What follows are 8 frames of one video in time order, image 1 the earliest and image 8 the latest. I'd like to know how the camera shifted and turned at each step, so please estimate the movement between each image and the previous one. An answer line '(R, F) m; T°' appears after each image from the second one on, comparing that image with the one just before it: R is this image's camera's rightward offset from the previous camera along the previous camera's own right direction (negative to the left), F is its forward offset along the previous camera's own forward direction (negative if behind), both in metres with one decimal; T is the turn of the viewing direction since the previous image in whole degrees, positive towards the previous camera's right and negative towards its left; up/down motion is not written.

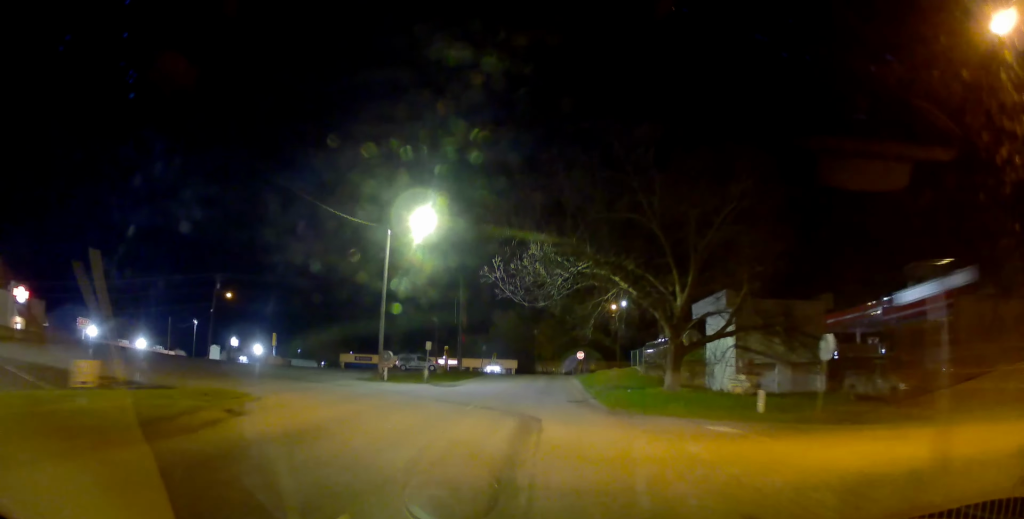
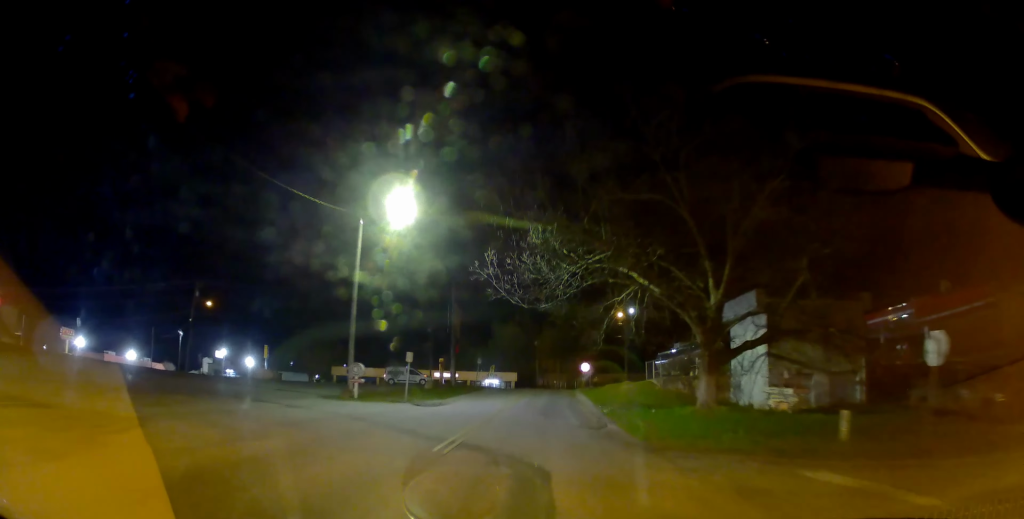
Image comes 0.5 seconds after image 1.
(+0.3, +5.8) m; +1°
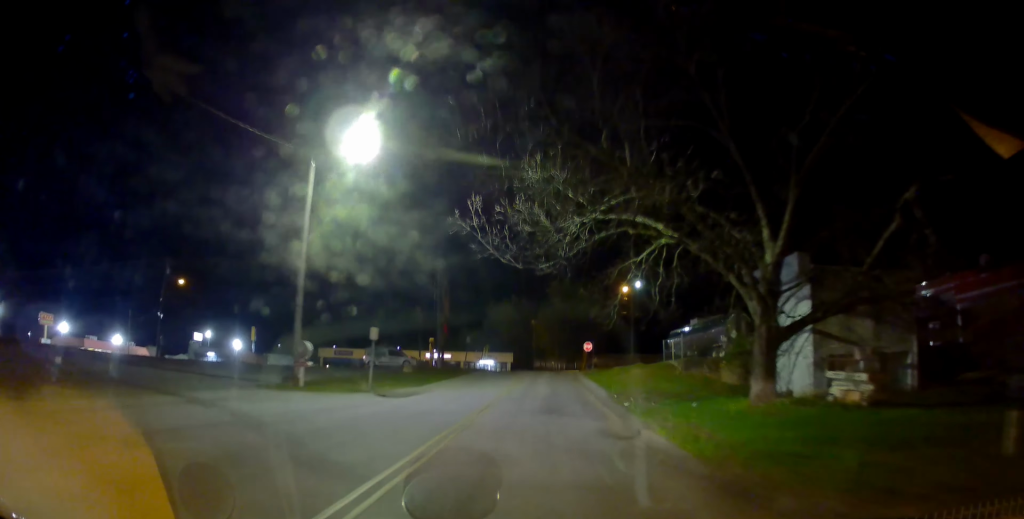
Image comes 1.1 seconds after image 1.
(+0.1, +6.4) m; 0°
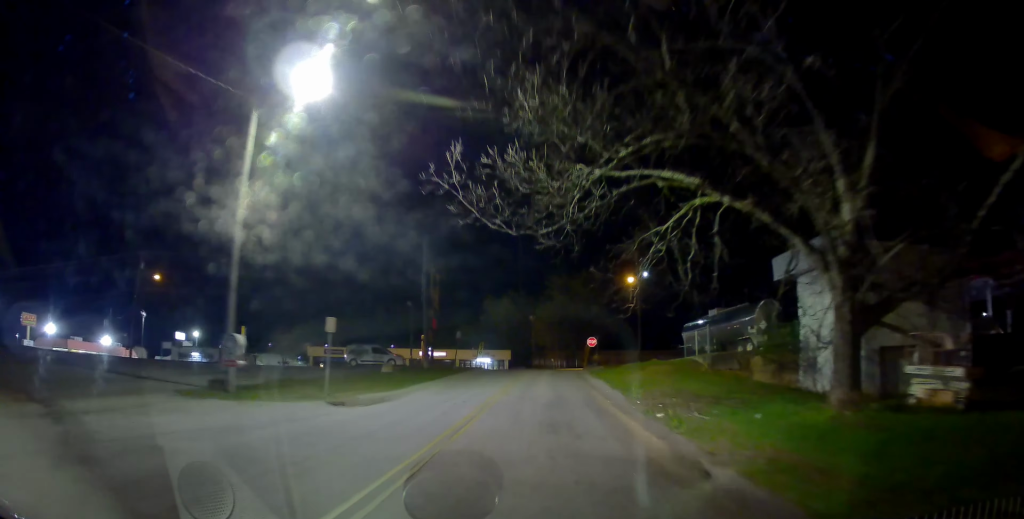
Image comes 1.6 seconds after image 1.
(-0.2, +5.3) m; 0°
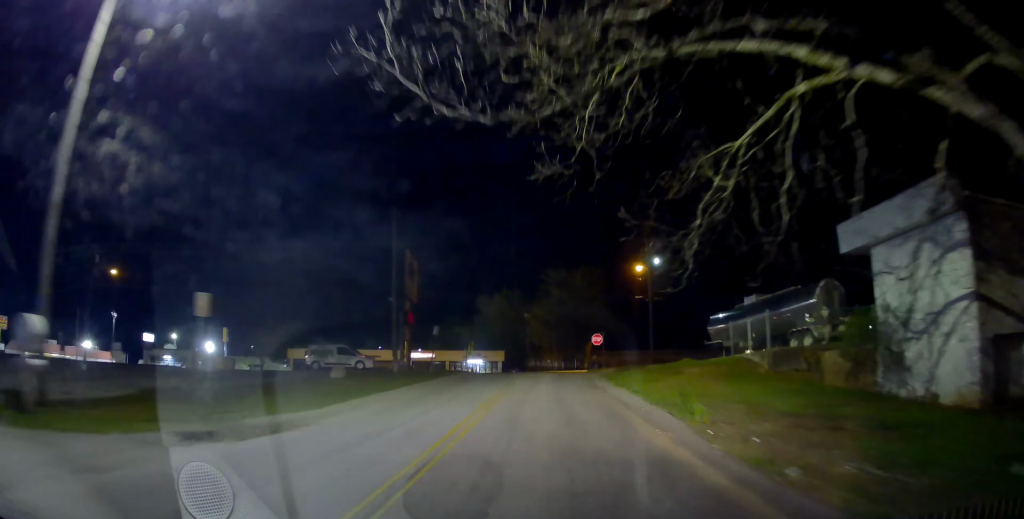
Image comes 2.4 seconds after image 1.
(+0.2, +7.8) m; +1°
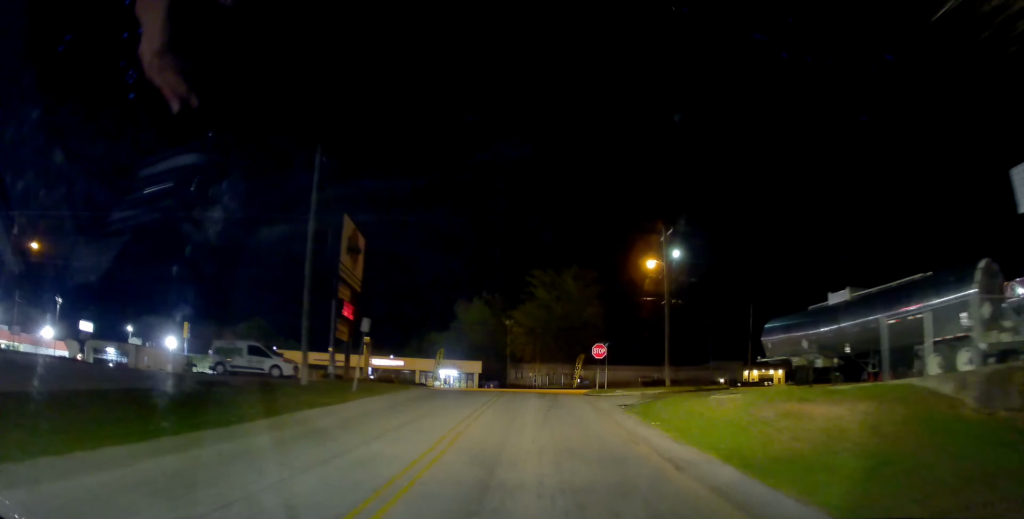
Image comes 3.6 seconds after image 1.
(0.0, +11.2) m; -1°
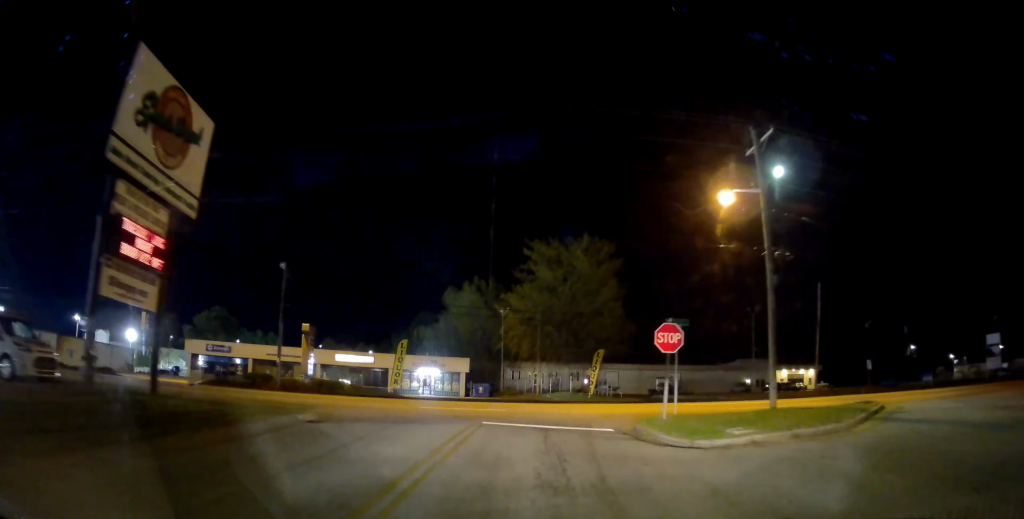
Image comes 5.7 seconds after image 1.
(-0.2, +18.6) m; -1°
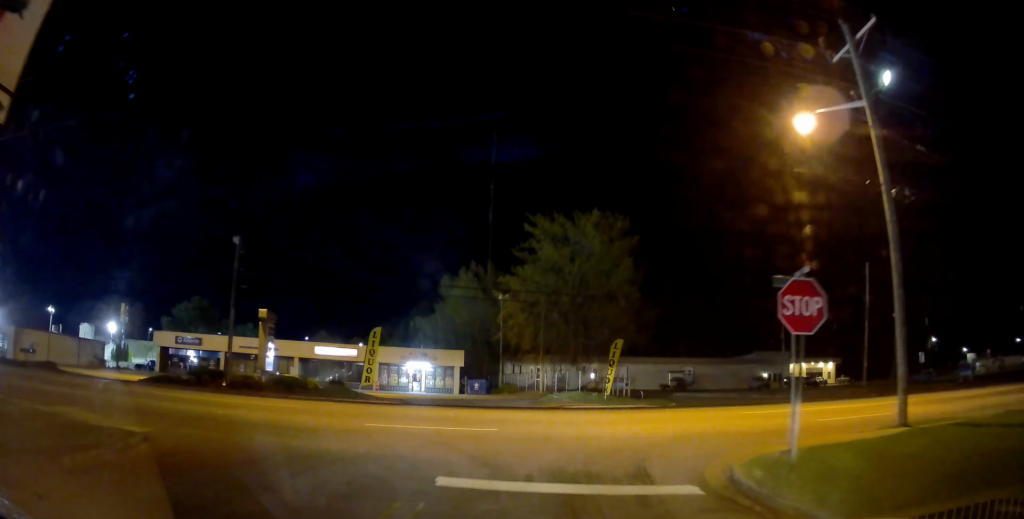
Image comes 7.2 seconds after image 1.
(0.0, +10.6) m; 0°
